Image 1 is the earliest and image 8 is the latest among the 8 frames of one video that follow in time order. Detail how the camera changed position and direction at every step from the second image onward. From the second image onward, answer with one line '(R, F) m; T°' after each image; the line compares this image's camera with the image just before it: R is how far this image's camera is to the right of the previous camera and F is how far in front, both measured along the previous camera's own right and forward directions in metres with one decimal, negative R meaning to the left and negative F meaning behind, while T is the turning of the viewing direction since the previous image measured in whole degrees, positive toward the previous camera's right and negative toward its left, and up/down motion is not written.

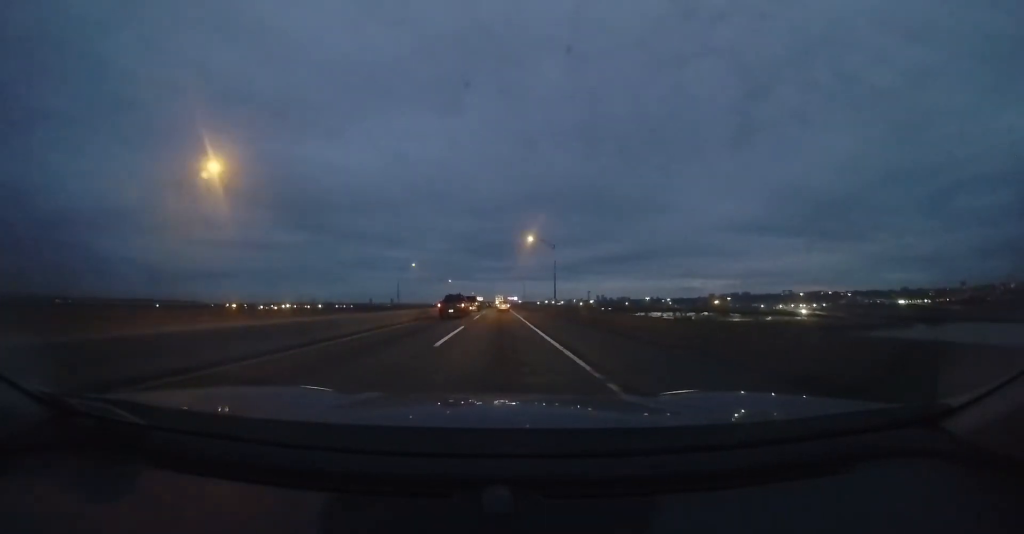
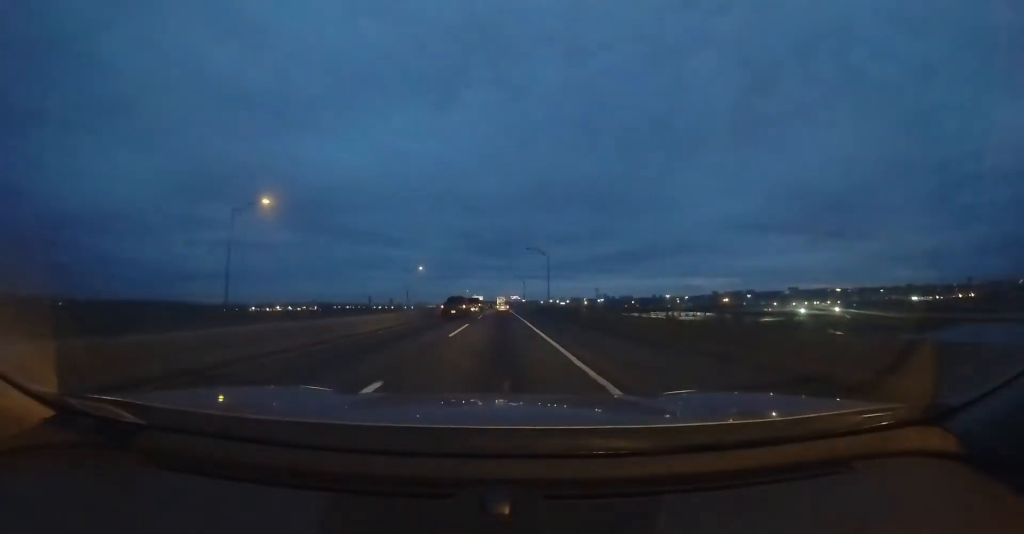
(+0.3, +42.7) m; +1°
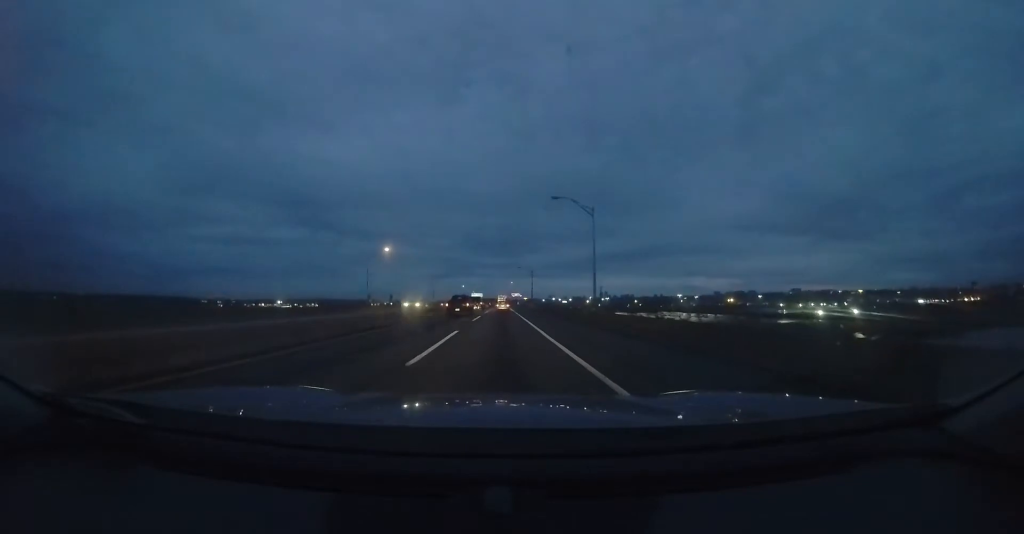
(+0.1, +21.8) m; -1°
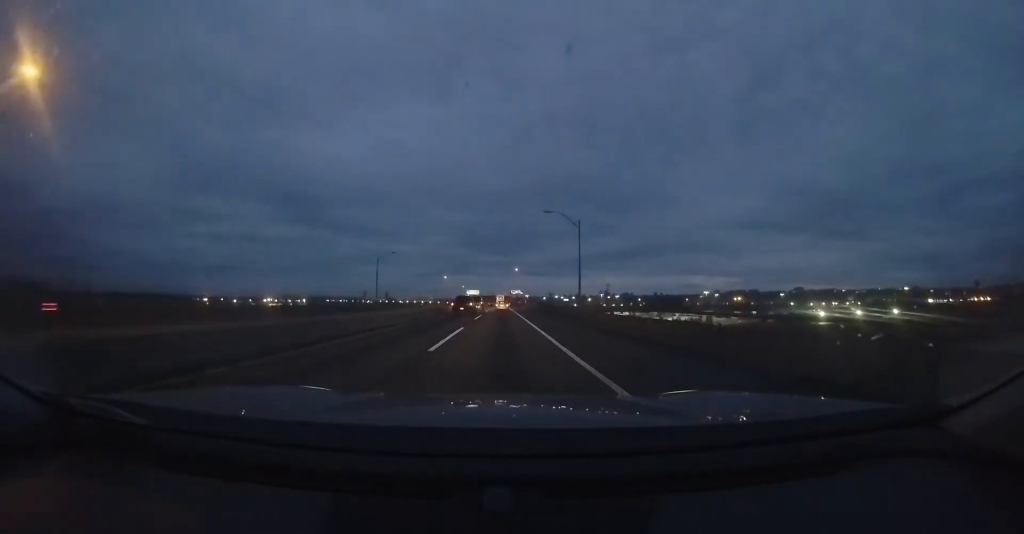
(-0.9, +44.4) m; 0°
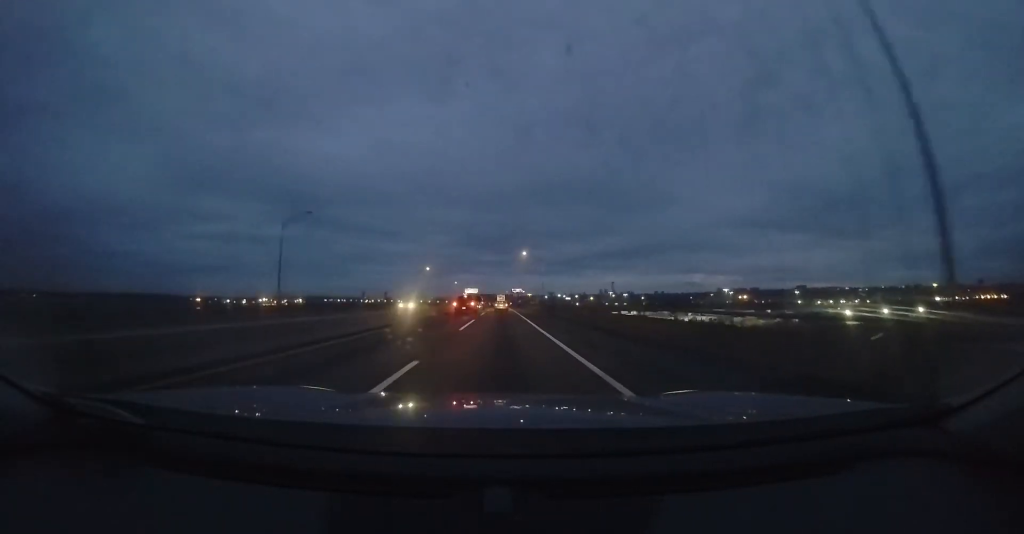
(+0.4, +25.1) m; +1°
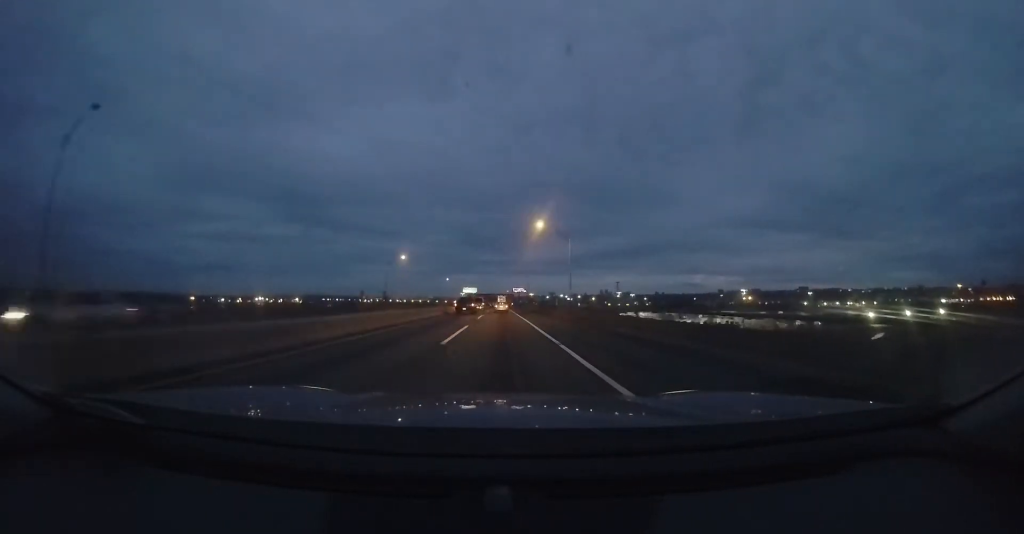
(+0.2, +20.1) m; -1°
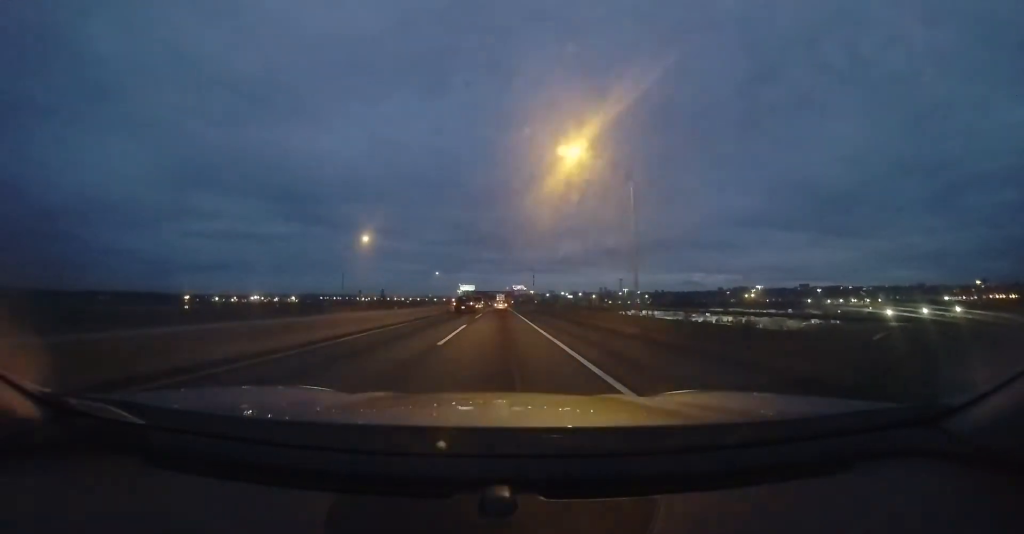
(-0.2, +15.9) m; 0°
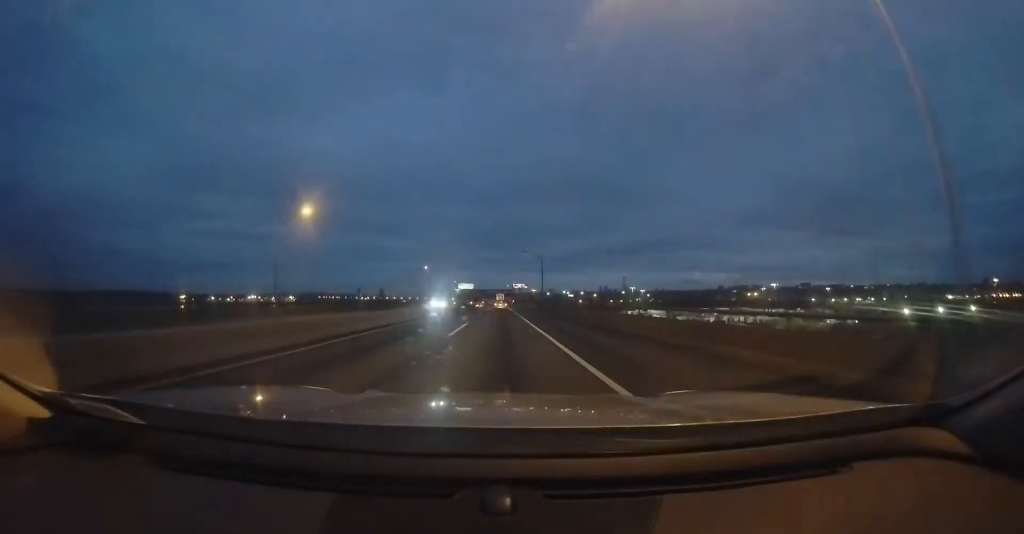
(-0.4, +13.4) m; 0°
